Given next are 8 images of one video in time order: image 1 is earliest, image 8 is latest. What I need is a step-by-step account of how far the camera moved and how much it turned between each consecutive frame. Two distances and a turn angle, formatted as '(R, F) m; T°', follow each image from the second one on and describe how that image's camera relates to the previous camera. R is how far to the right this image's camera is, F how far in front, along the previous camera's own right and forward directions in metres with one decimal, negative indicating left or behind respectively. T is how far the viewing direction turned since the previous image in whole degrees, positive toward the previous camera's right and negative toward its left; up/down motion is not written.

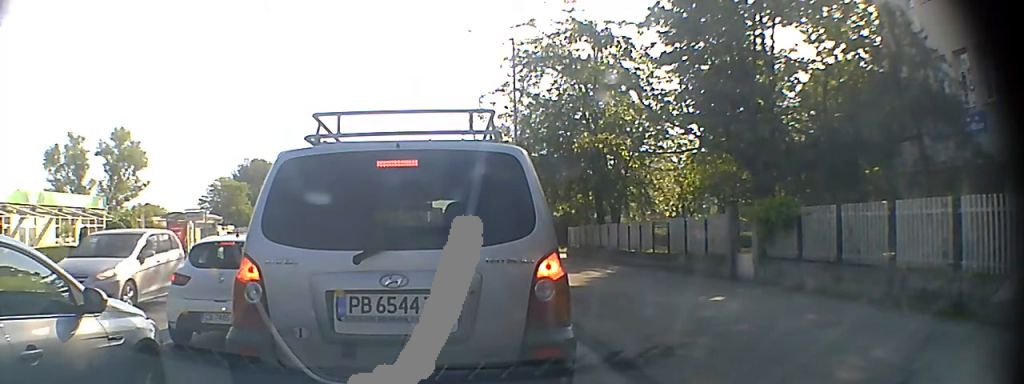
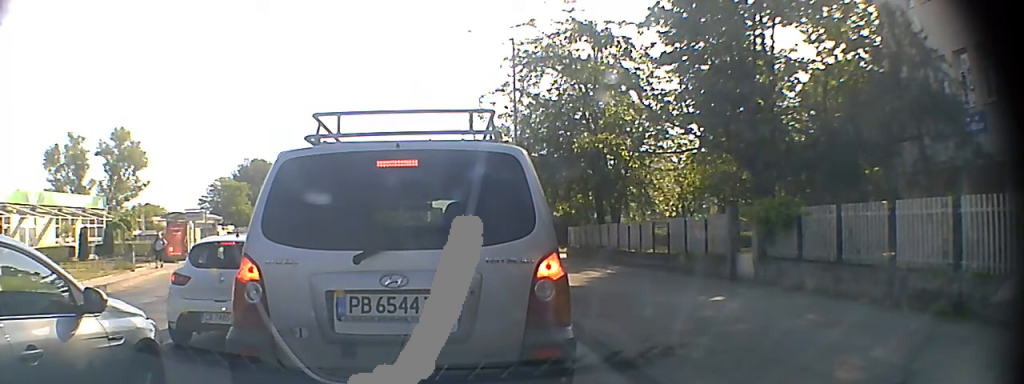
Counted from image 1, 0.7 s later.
(0.0, 0.0) m; 0°
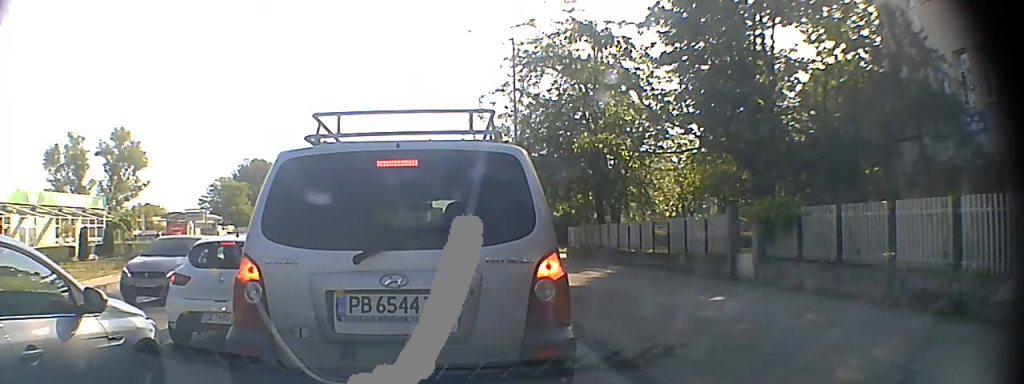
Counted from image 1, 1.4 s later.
(0.0, 0.0) m; 0°
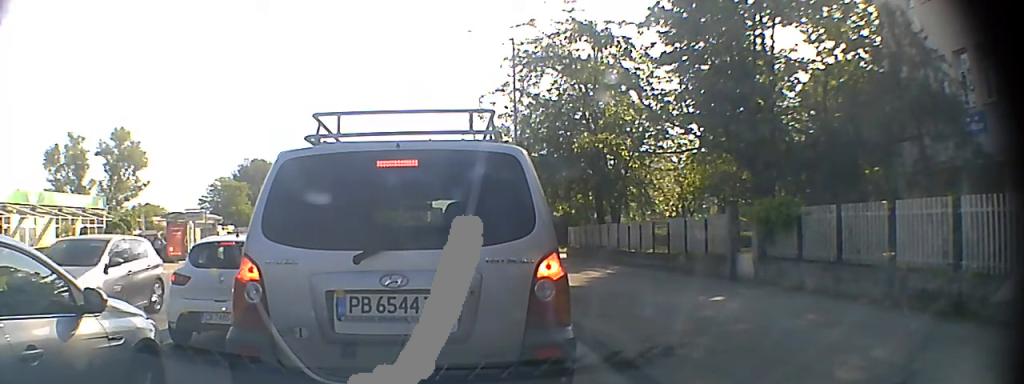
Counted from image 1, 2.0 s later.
(0.0, 0.0) m; 0°
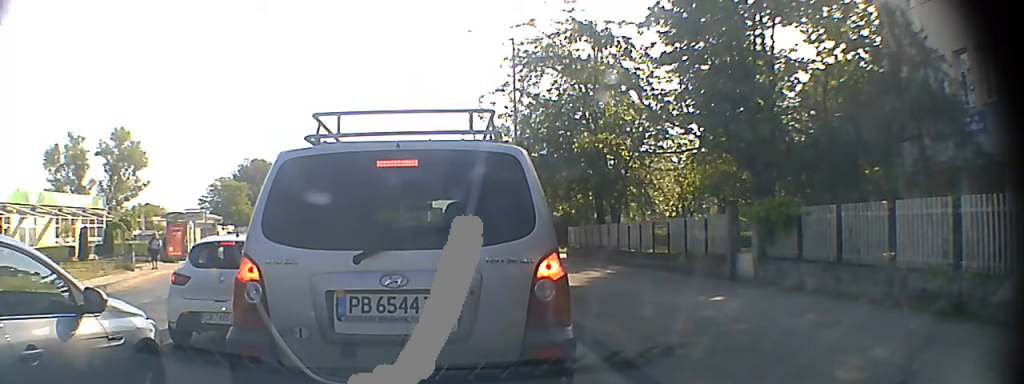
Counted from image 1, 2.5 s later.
(0.0, 0.0) m; 0°
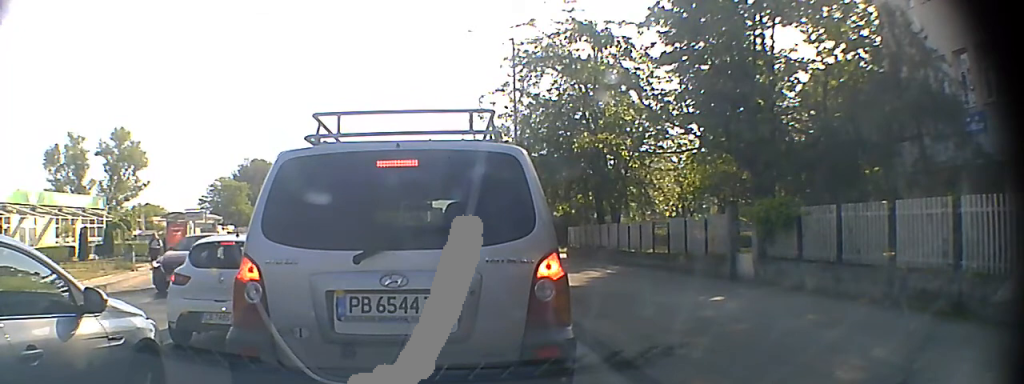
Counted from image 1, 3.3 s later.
(0.0, 0.0) m; 0°
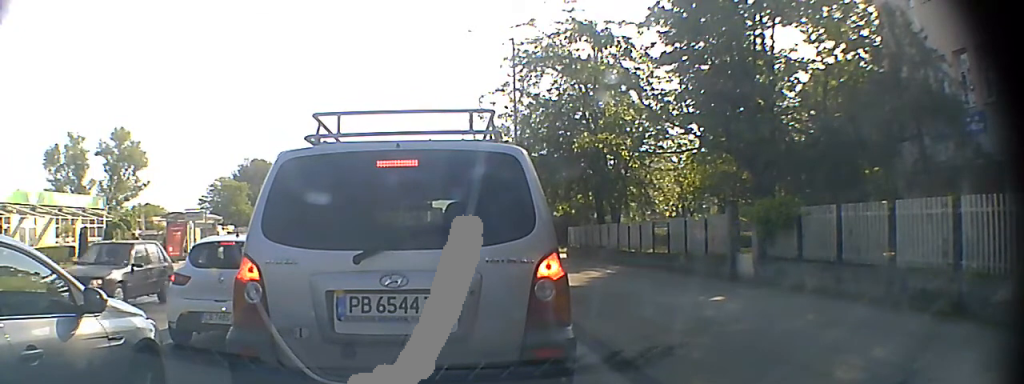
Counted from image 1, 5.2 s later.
(0.0, 0.0) m; 0°
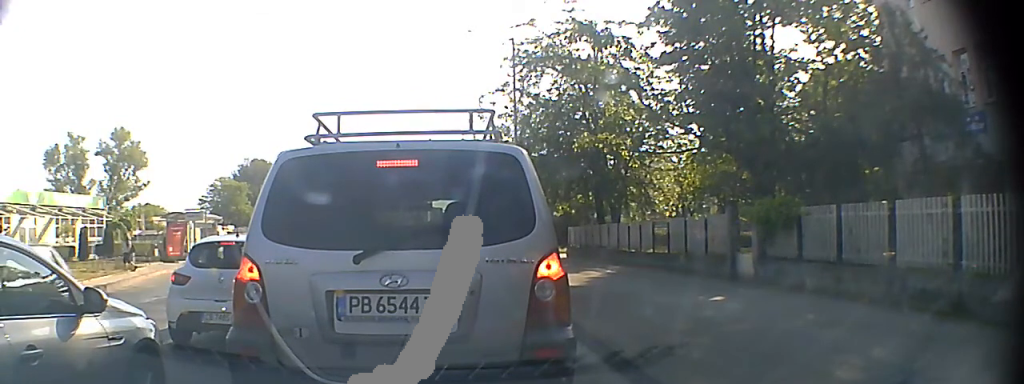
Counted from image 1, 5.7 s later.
(0.0, 0.0) m; 0°
